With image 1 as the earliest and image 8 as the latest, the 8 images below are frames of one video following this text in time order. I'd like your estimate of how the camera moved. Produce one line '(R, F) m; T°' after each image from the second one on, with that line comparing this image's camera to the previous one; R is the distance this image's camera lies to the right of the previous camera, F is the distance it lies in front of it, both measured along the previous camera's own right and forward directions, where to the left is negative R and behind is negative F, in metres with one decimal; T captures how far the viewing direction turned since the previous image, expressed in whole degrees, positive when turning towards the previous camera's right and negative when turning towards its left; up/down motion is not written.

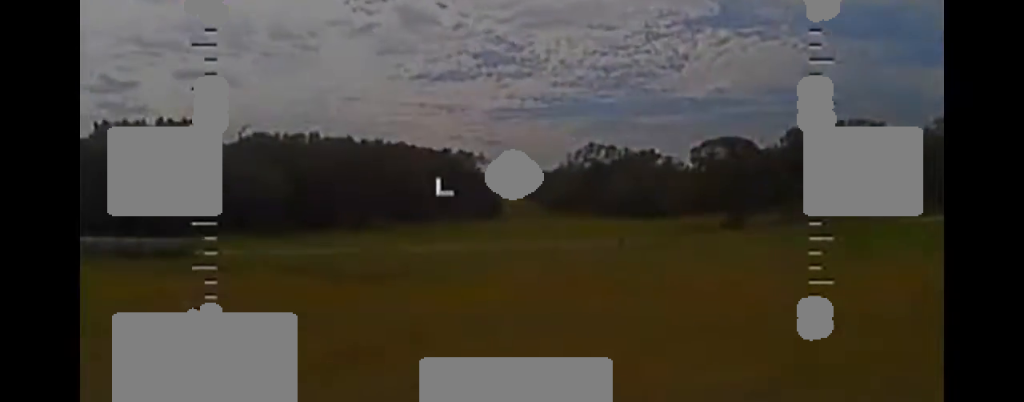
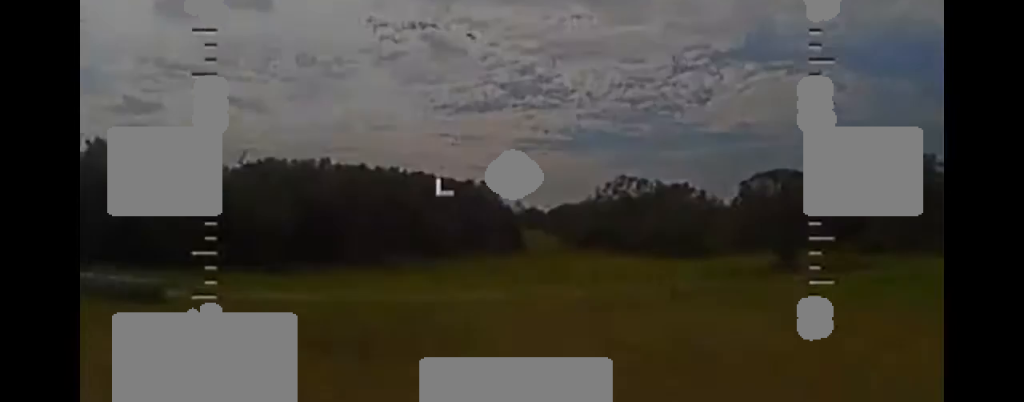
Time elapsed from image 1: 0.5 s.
(-0.2, +7.1) m; +1°
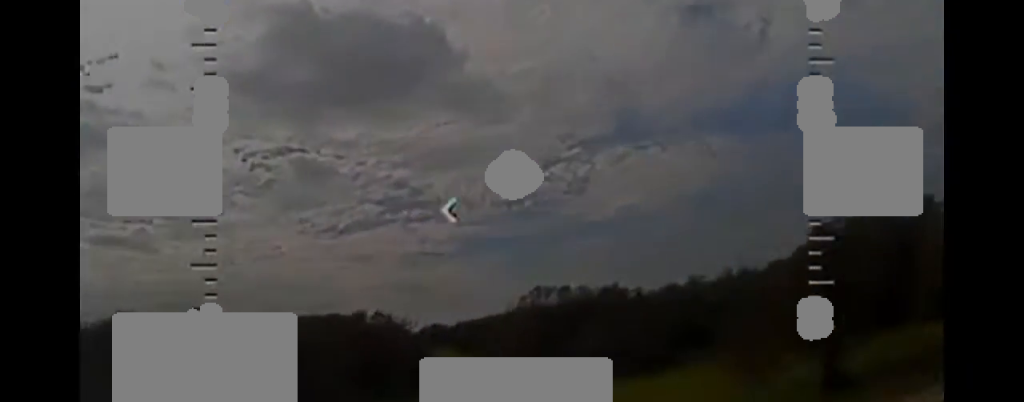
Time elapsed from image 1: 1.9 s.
(+1.0, +20.8) m; +6°
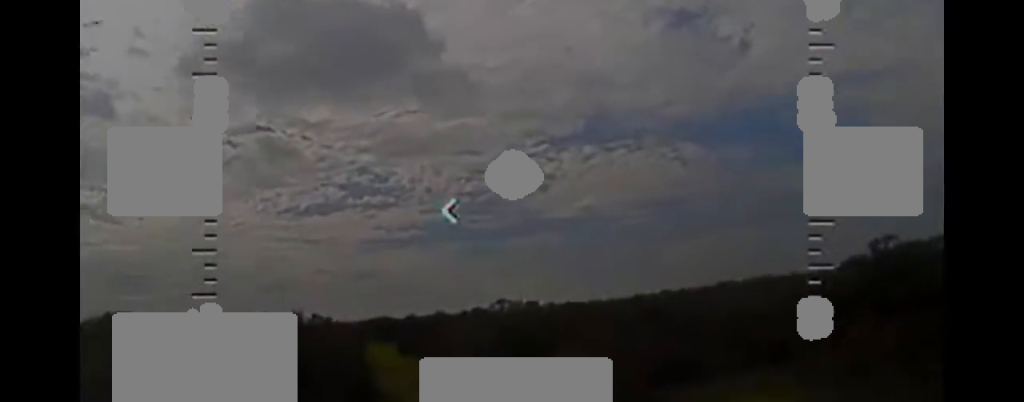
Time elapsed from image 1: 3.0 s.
(+0.4, +15.2) m; +5°
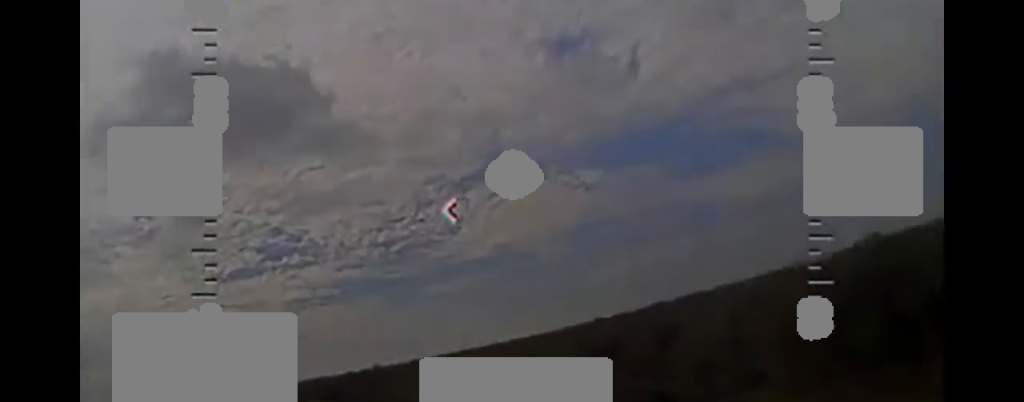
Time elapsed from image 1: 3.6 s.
(+0.2, +7.7) m; +5°
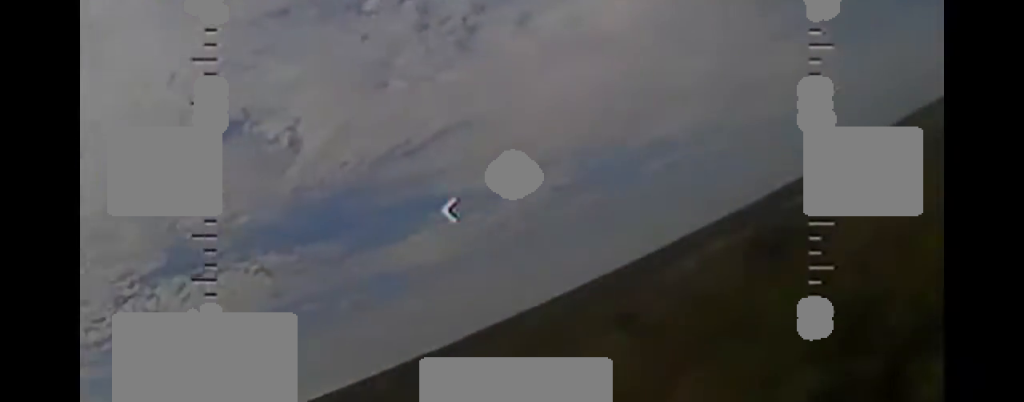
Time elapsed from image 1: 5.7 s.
(+7.2, +21.9) m; +37°
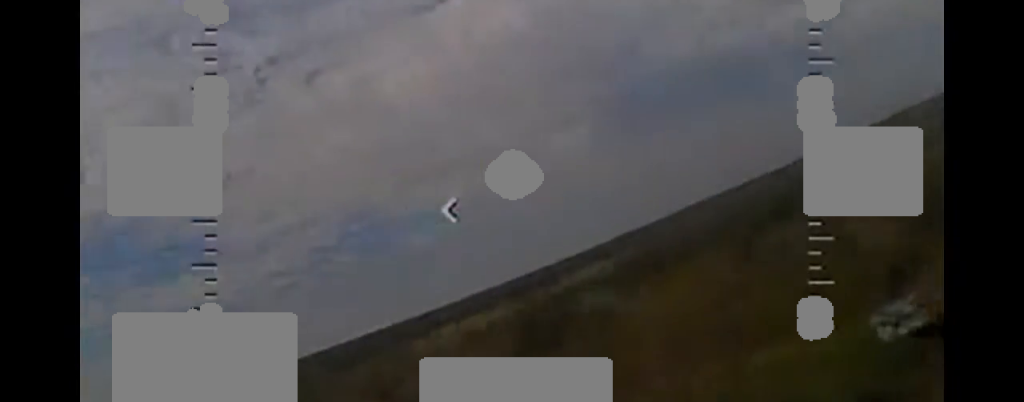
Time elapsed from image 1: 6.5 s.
(+0.6, +8.9) m; +4°
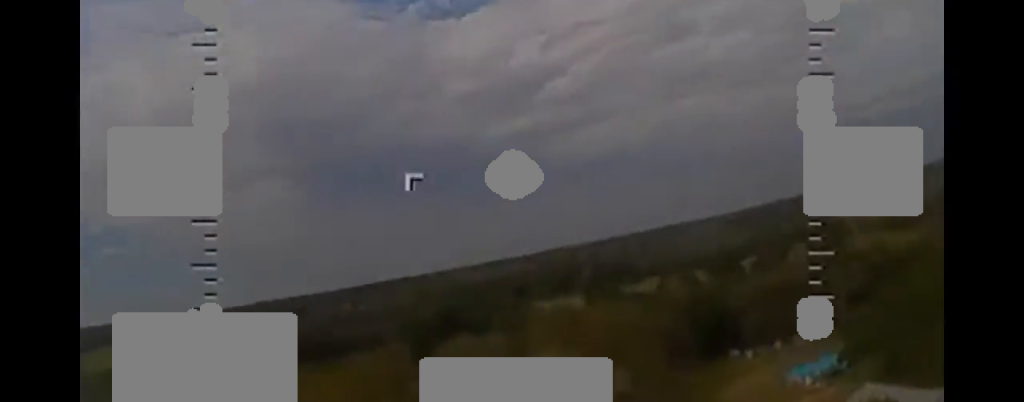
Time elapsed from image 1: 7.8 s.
(+0.4, +15.2) m; +16°
